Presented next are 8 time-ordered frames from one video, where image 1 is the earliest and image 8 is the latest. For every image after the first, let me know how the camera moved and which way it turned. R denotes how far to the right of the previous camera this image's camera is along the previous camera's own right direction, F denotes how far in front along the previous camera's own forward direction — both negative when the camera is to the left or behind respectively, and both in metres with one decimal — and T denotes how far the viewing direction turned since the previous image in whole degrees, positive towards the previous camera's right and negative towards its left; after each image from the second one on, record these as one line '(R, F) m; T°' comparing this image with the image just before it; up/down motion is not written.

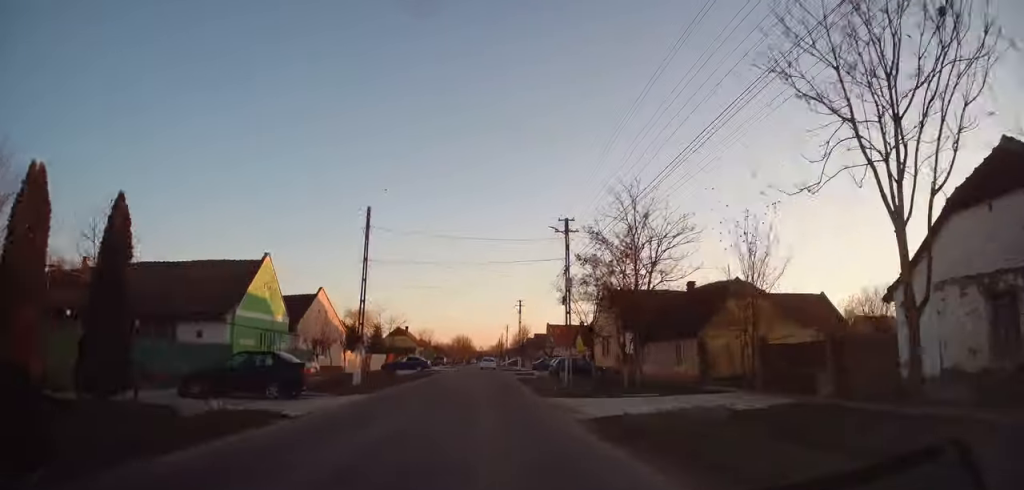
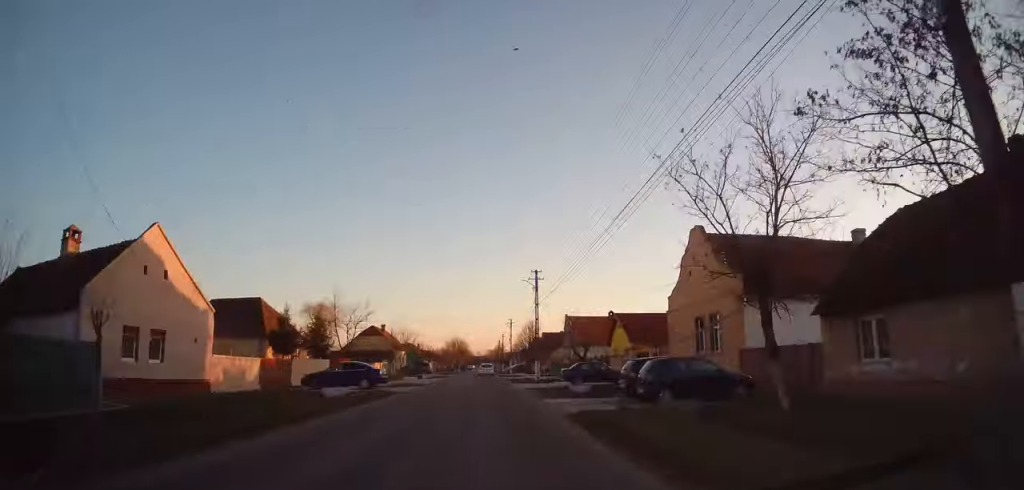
(-0.2, +22.0) m; 0°
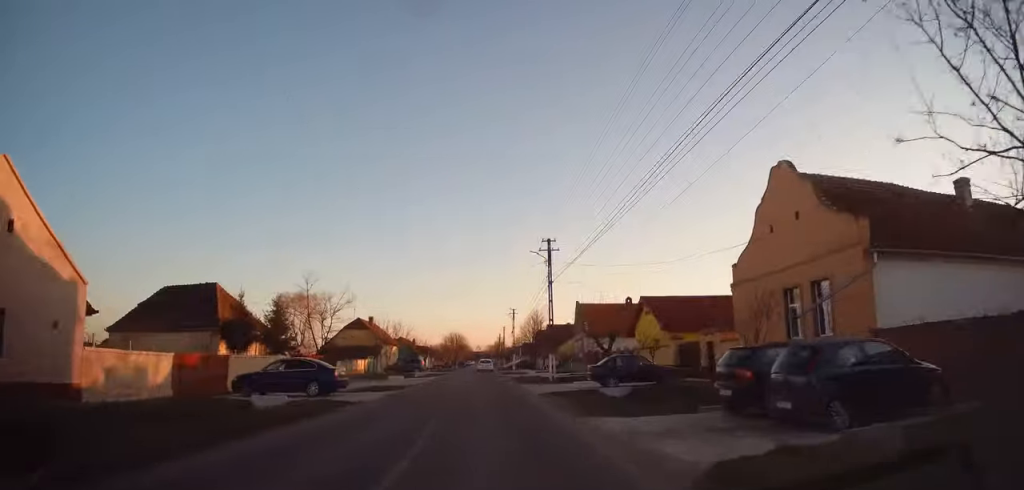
(0.0, +8.3) m; 0°
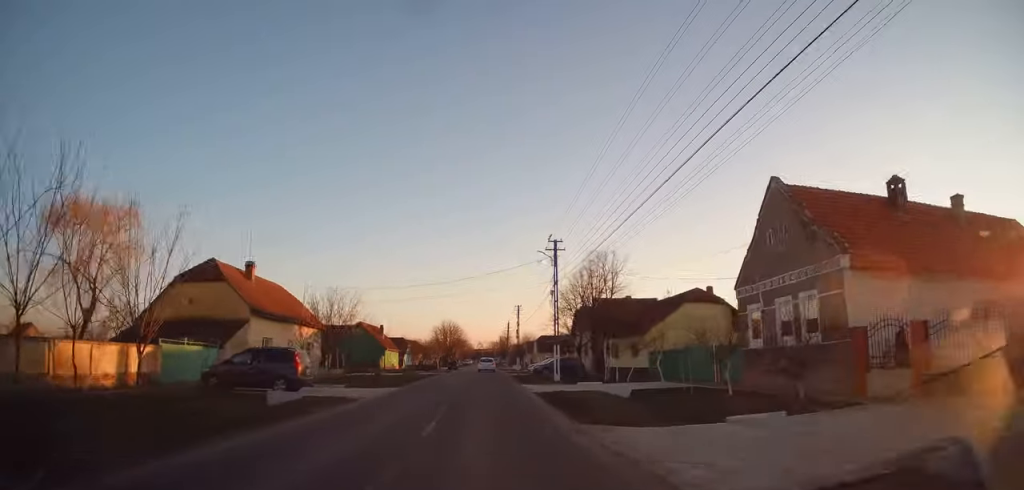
(+0.1, +39.8) m; 0°
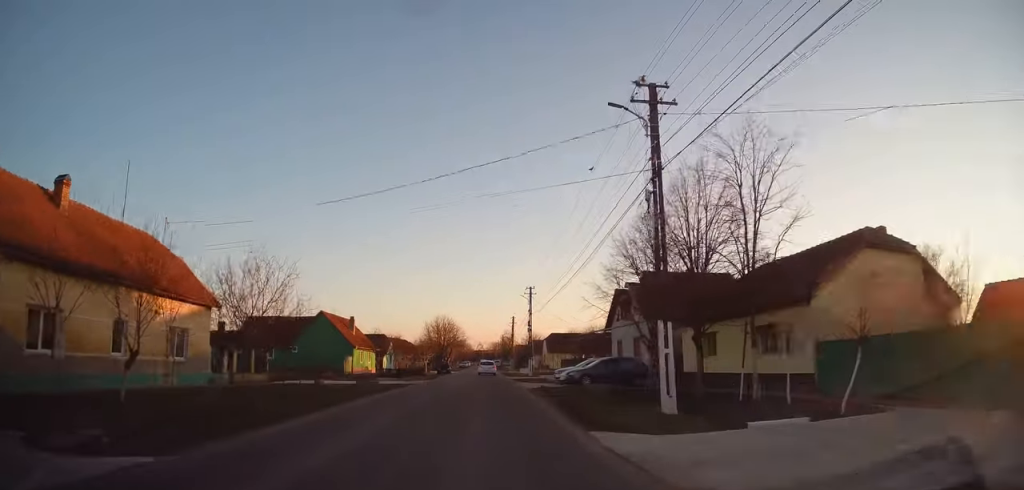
(0.0, +18.3) m; 0°
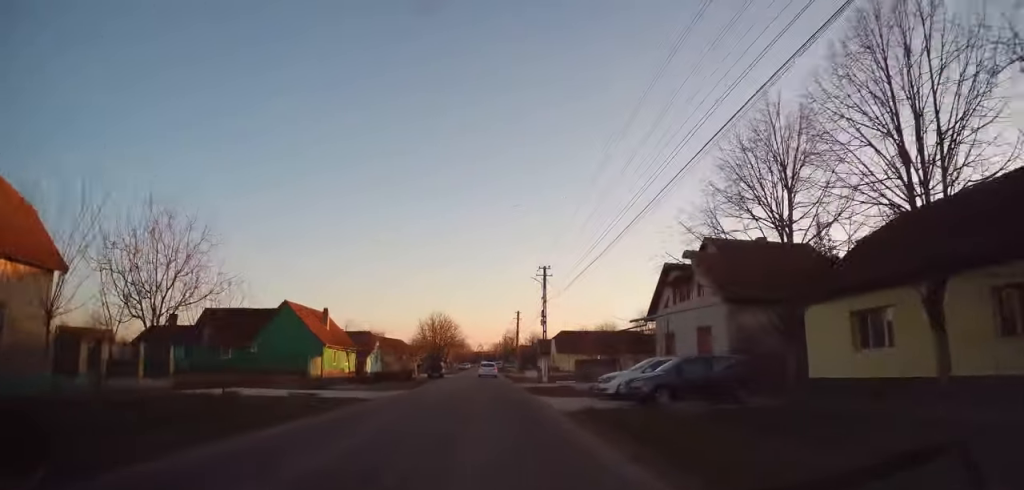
(-0.1, +11.1) m; 0°
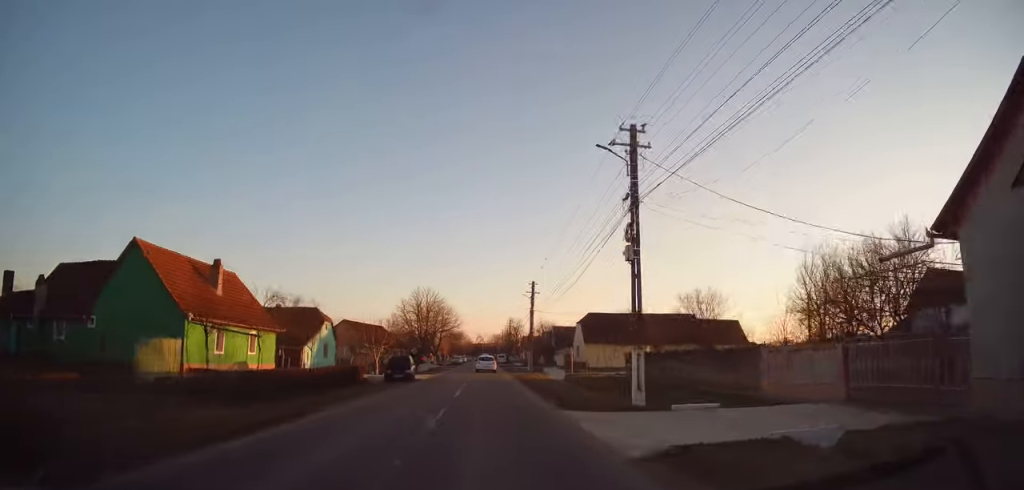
(+0.1, +22.6) m; 0°
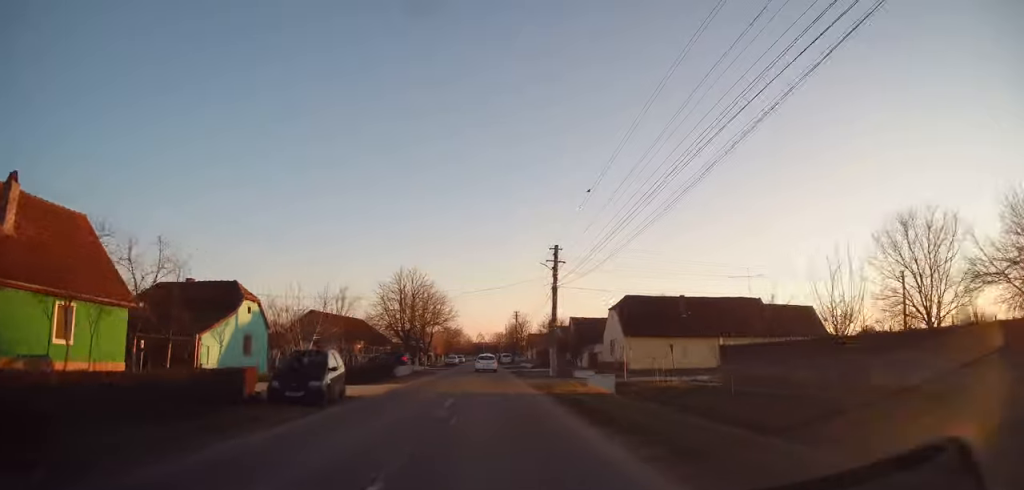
(0.0, +16.5) m; 0°
